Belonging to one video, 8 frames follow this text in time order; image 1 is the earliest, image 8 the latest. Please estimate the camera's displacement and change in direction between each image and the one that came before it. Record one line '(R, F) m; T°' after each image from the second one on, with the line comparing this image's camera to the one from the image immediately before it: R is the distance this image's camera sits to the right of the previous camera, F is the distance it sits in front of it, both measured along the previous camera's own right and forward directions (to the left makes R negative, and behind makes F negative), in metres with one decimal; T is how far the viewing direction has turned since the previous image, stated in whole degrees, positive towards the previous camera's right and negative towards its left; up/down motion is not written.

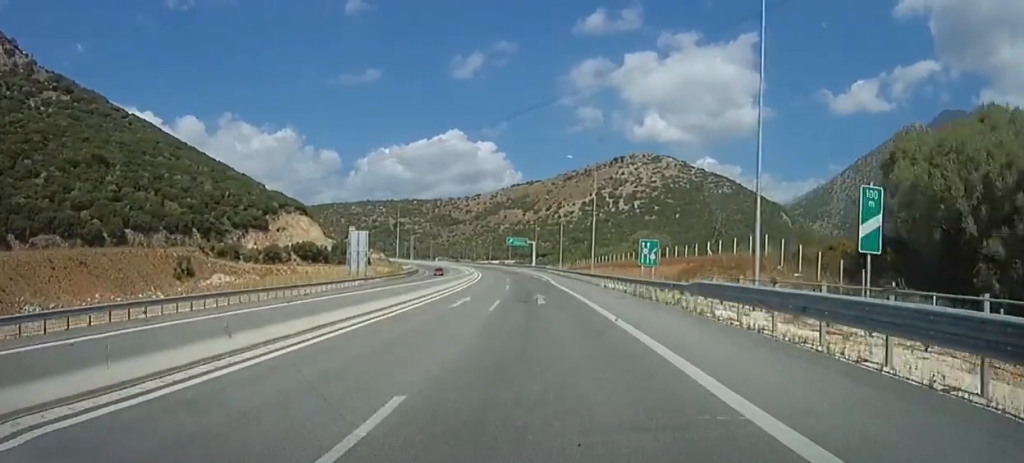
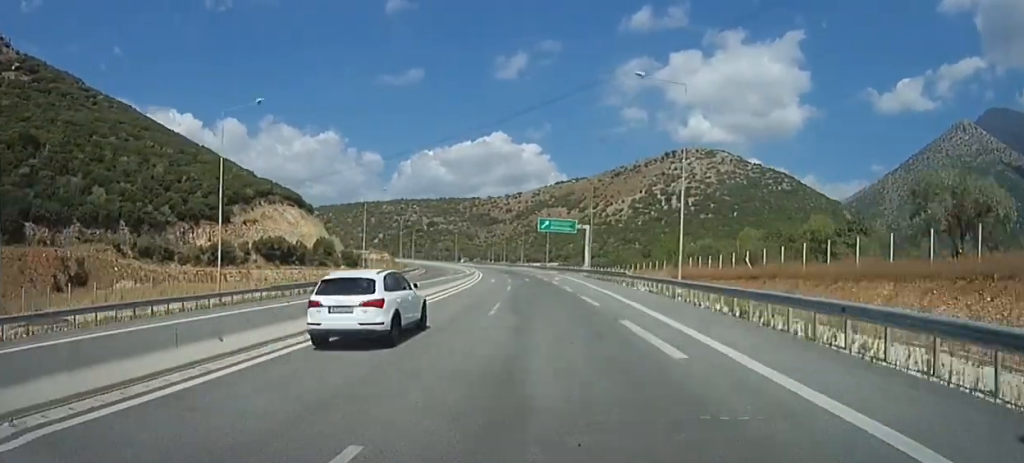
(-2.2, +58.5) m; -5°
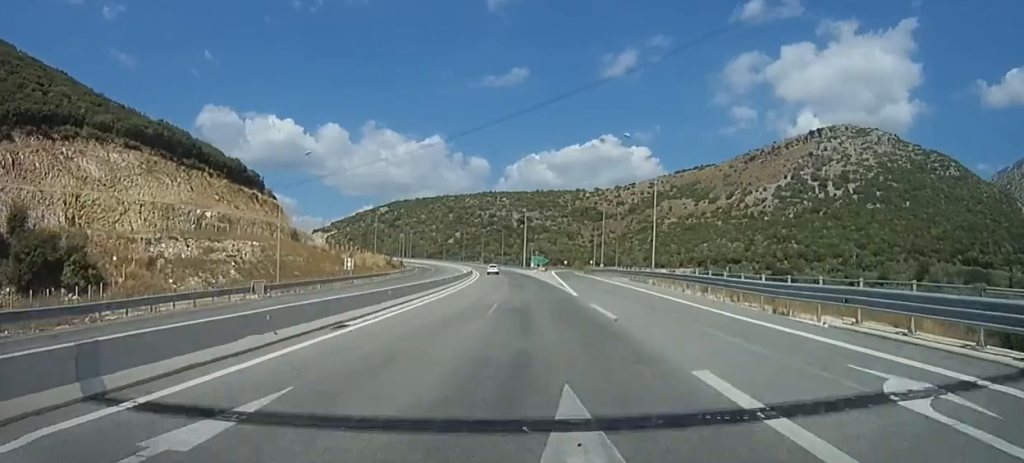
(-16.4, +146.4) m; -13°
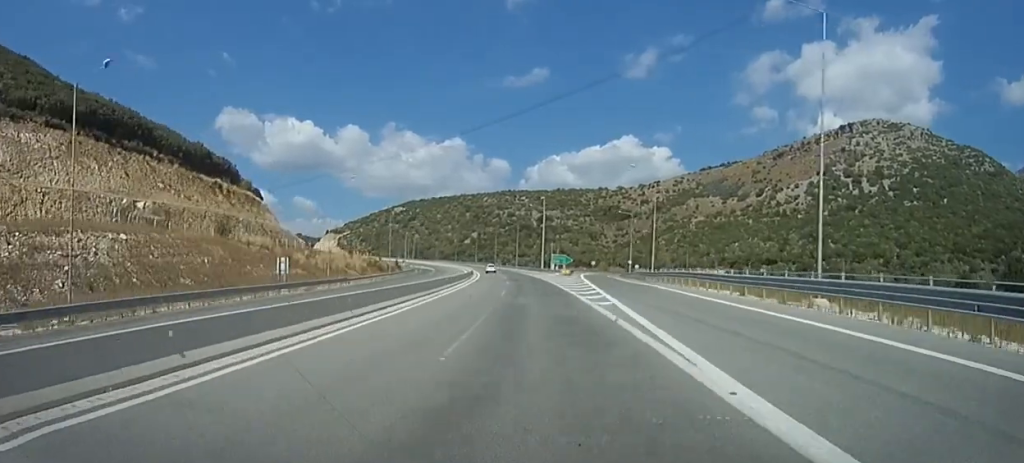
(-1.0, +25.5) m; -1°
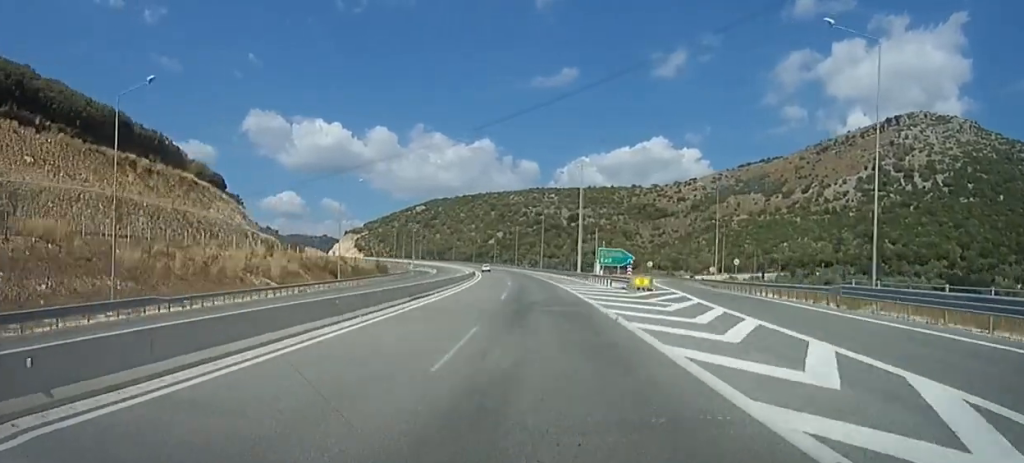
(-0.7, +37.2) m; -2°
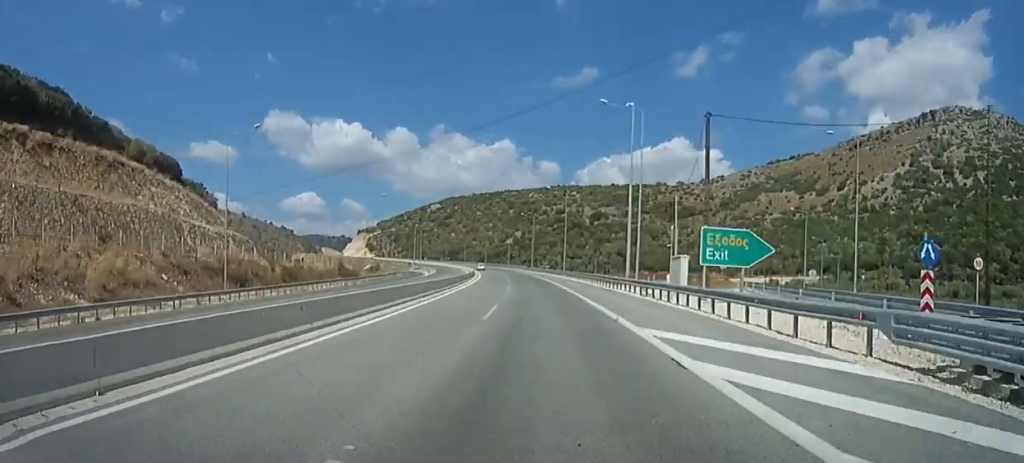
(+0.6, +27.9) m; -2°
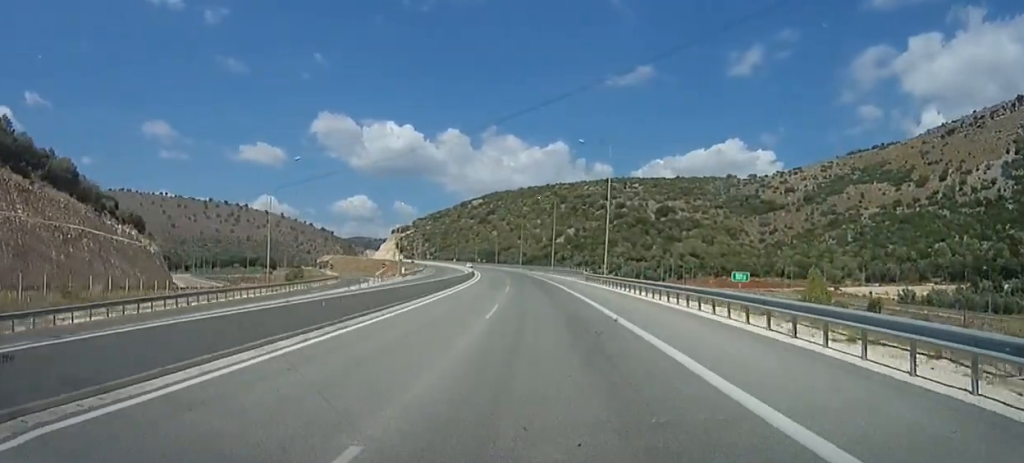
(-4.9, +71.4) m; -7°
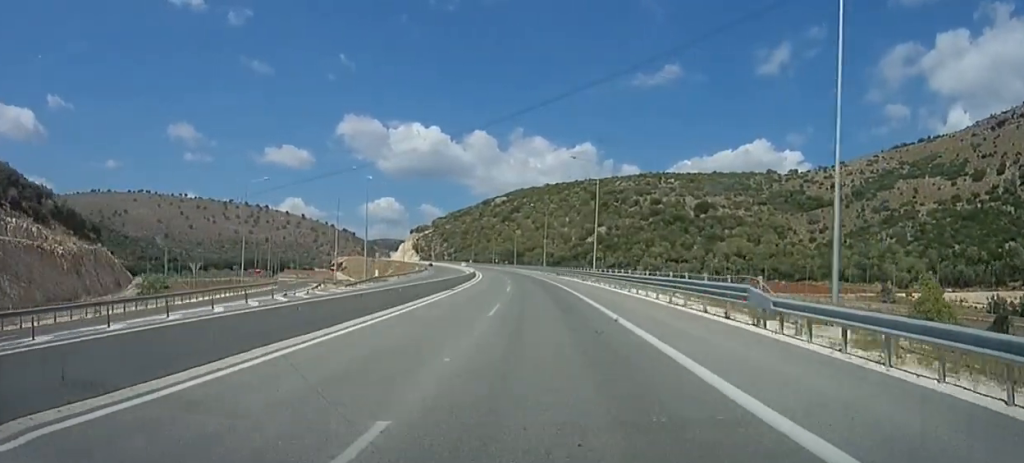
(-0.9, +34.5) m; -3°
